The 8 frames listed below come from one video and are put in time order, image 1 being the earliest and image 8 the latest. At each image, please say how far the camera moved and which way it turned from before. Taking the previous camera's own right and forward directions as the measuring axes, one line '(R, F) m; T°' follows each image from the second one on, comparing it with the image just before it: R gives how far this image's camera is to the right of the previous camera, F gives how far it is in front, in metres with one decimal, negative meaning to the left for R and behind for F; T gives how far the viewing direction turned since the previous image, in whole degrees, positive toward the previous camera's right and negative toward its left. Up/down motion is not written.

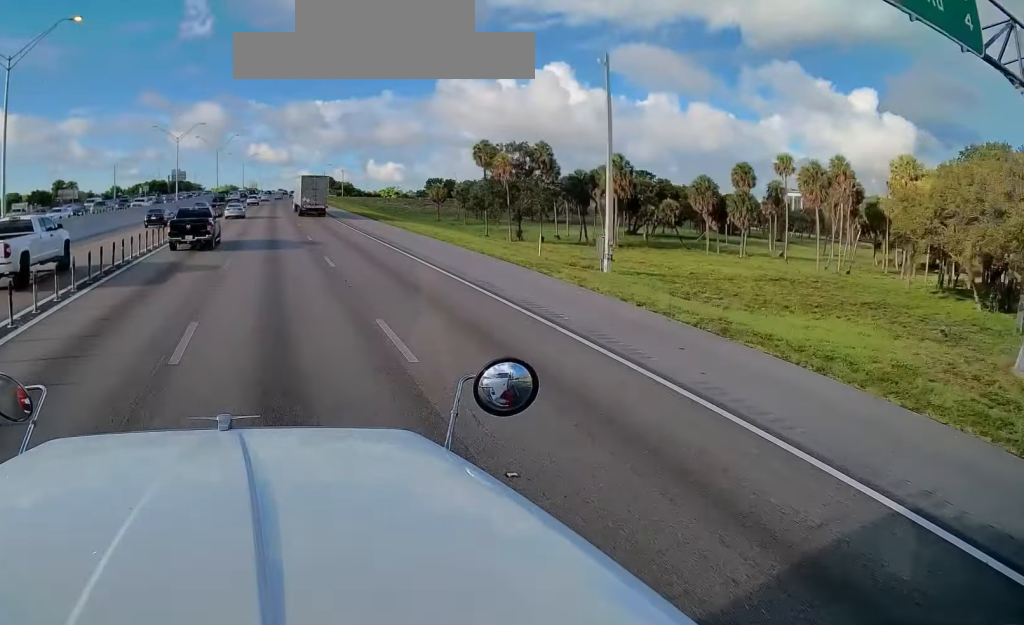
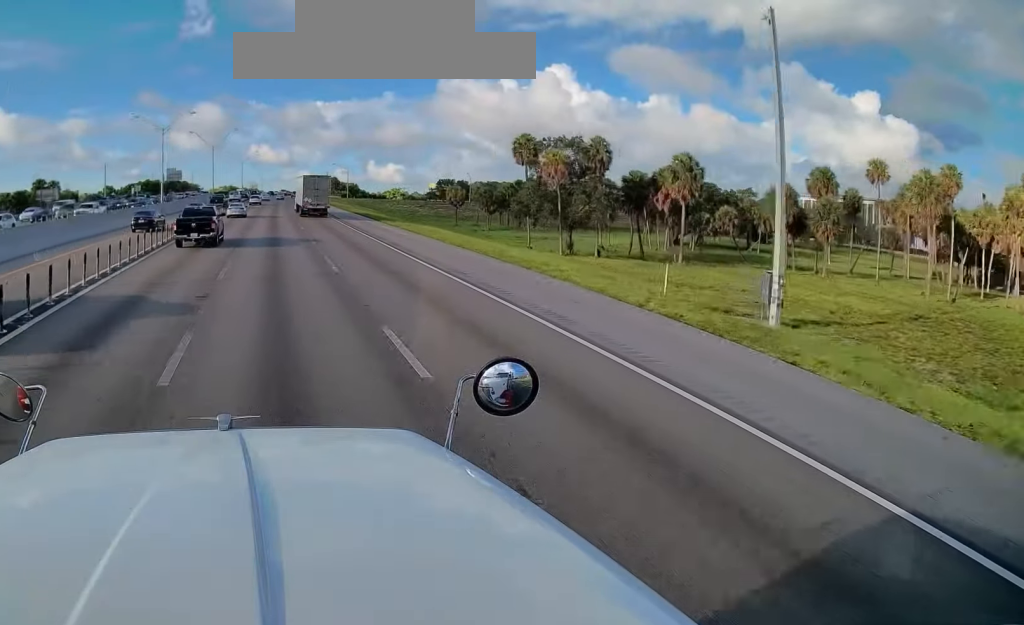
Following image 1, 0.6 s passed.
(-0.3, +13.6) m; -1°
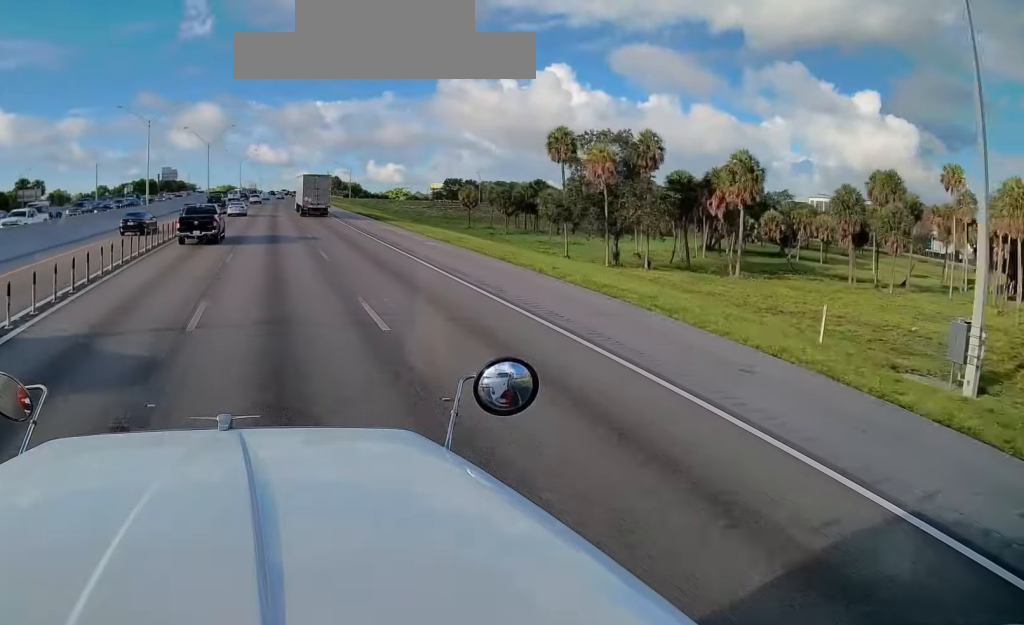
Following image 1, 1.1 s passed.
(+0.1, +9.1) m; +1°
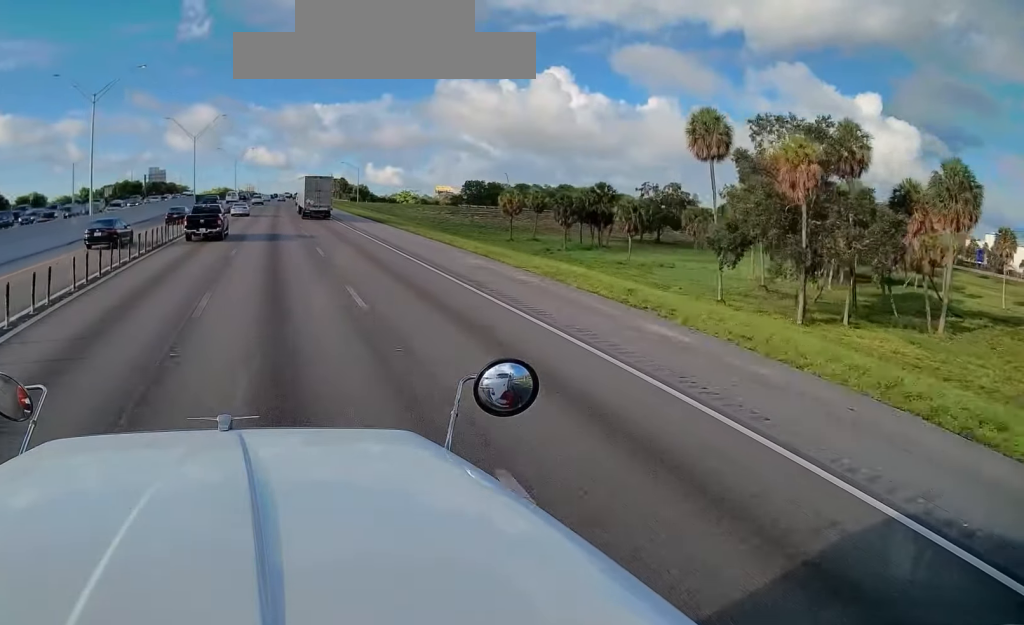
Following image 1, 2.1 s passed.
(+0.4, +22.3) m; +1°
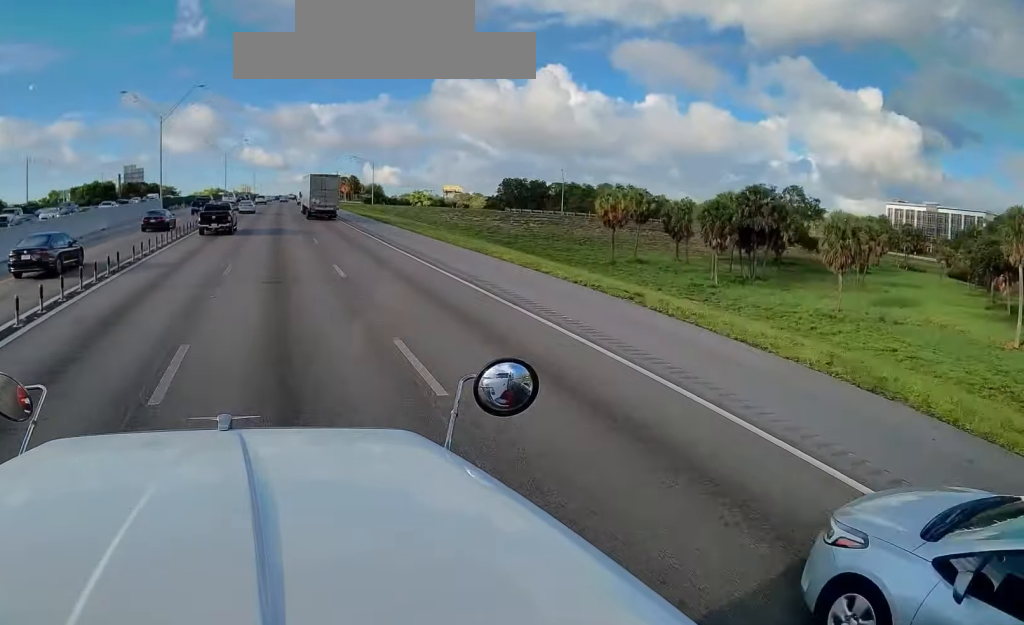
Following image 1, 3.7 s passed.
(-0.2, +31.5) m; 0°
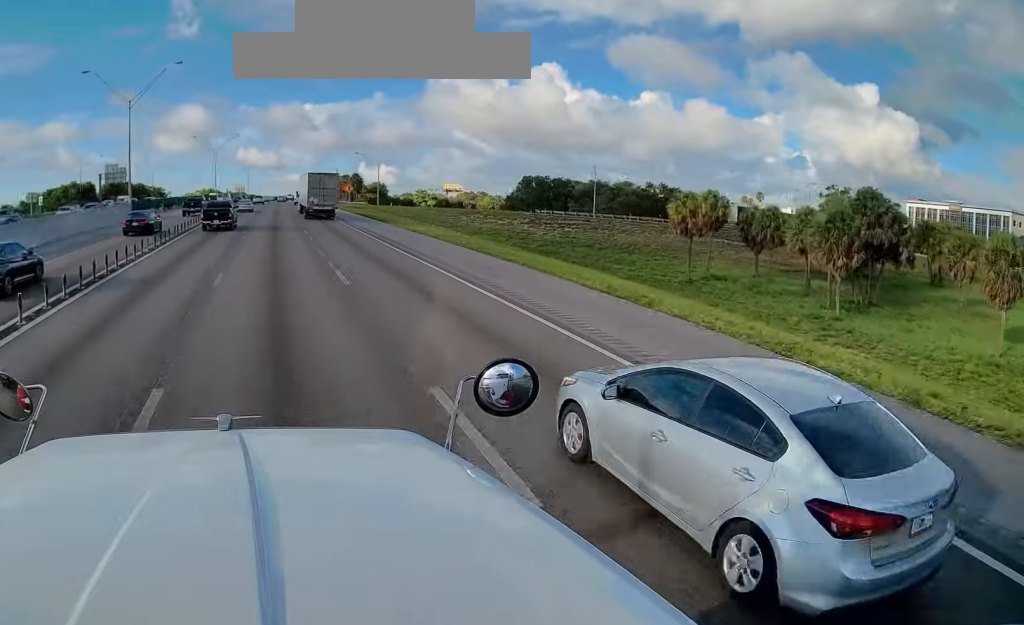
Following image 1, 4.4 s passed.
(+0.2, +14.7) m; +1°
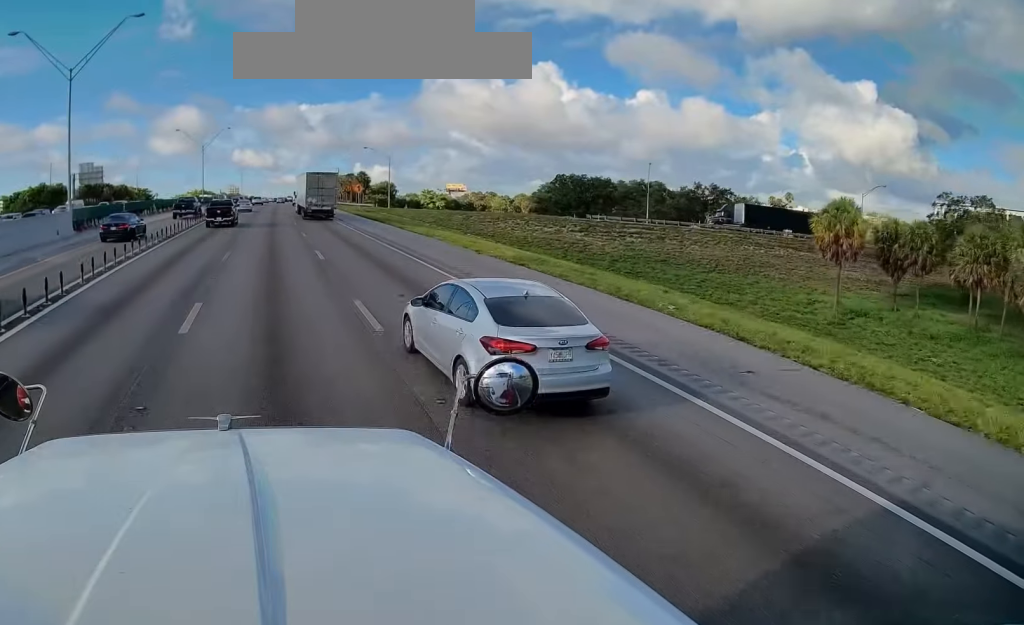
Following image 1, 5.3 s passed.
(+0.1, +18.0) m; 0°
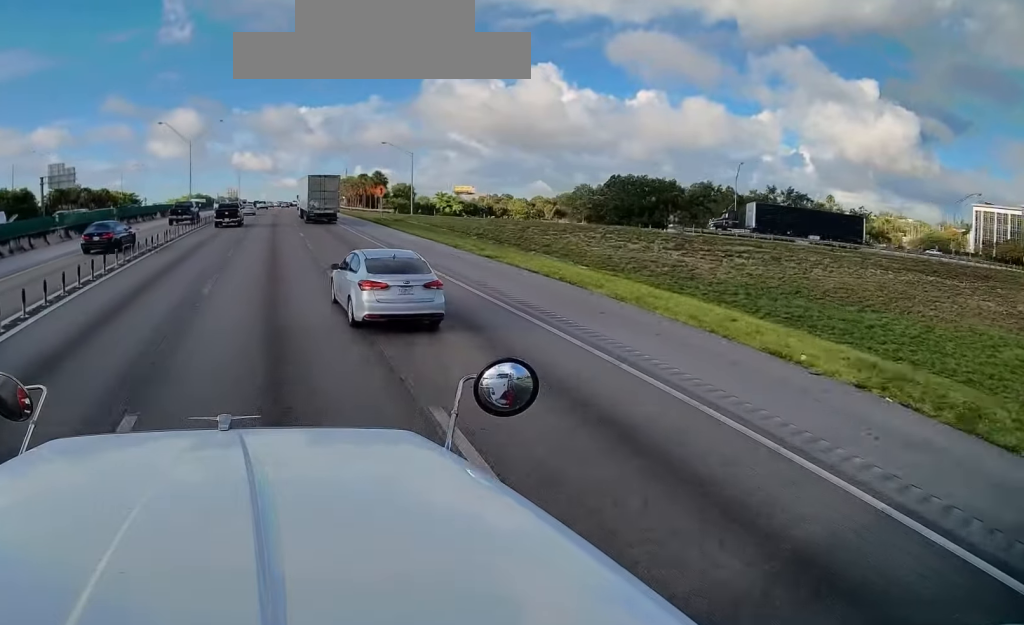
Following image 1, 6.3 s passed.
(0.0, +19.9) m; -1°
